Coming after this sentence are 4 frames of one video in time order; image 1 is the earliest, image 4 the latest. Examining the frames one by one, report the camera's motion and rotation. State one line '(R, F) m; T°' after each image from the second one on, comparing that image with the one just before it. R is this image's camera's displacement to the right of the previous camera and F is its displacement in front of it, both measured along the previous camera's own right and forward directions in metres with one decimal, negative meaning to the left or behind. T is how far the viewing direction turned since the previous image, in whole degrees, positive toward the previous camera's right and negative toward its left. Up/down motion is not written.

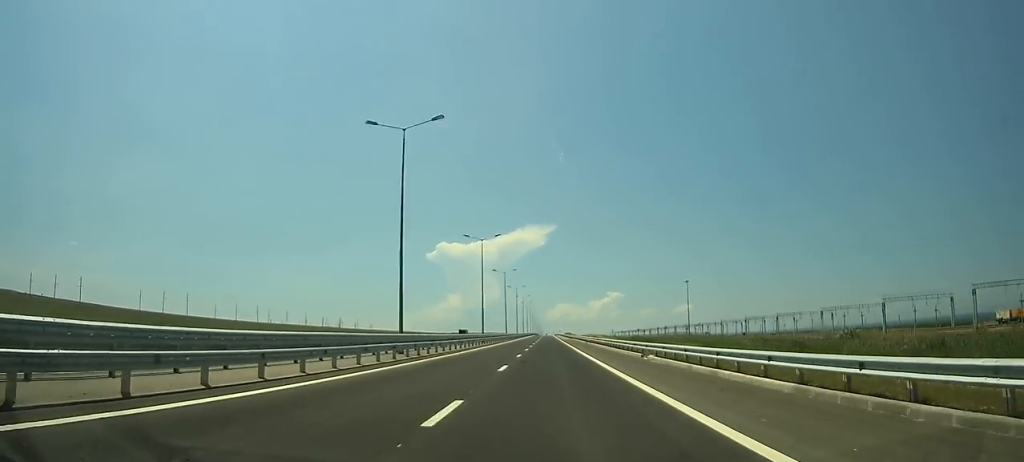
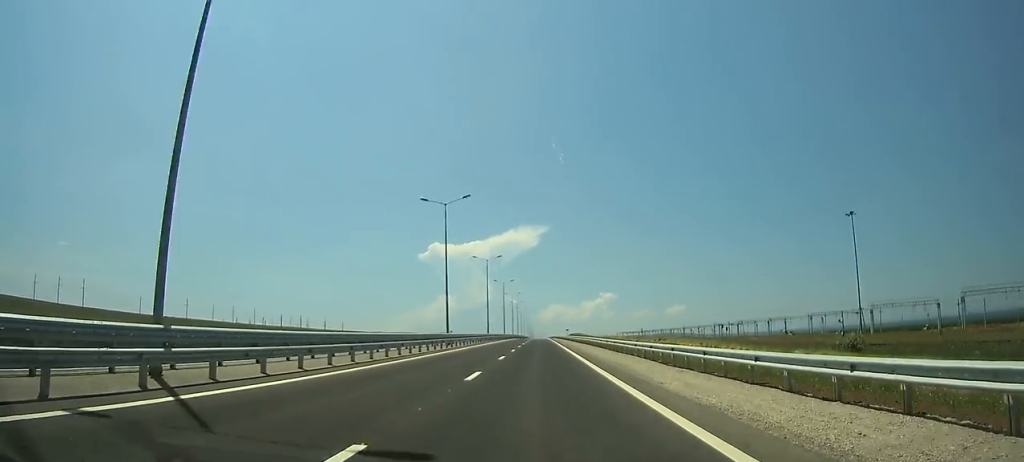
(-0.4, +183.2) m; 0°
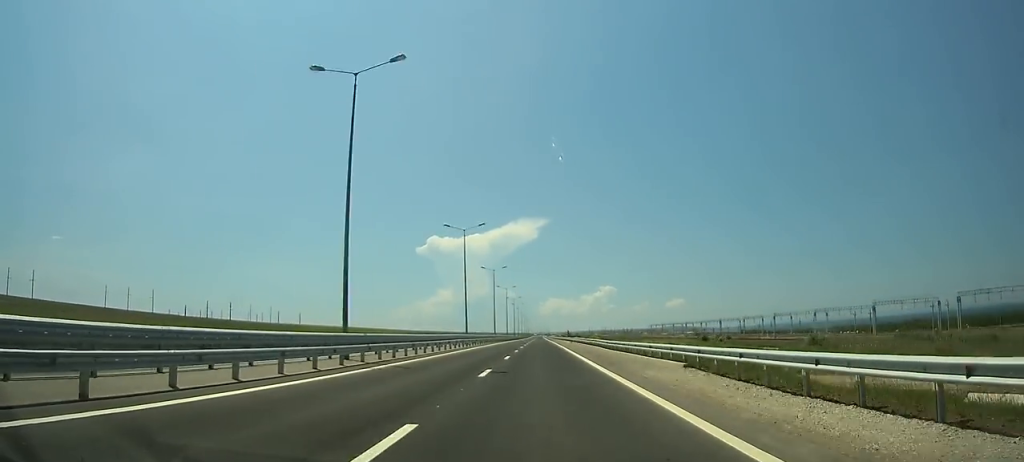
(+0.2, +274.4) m; 0°
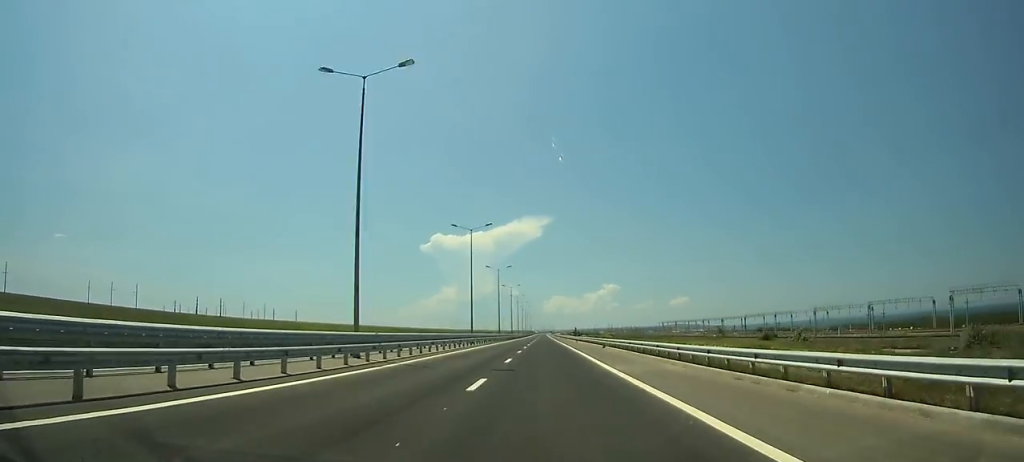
(0.0, +40.5) m; 0°
